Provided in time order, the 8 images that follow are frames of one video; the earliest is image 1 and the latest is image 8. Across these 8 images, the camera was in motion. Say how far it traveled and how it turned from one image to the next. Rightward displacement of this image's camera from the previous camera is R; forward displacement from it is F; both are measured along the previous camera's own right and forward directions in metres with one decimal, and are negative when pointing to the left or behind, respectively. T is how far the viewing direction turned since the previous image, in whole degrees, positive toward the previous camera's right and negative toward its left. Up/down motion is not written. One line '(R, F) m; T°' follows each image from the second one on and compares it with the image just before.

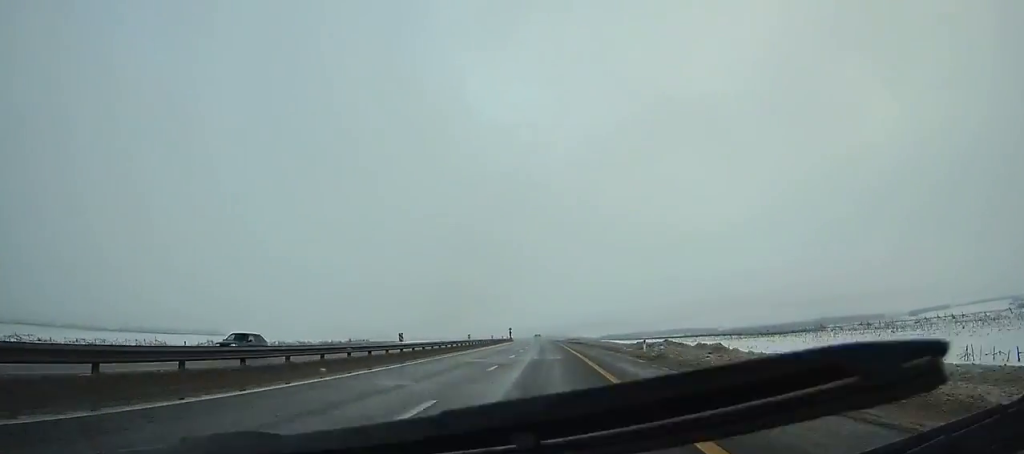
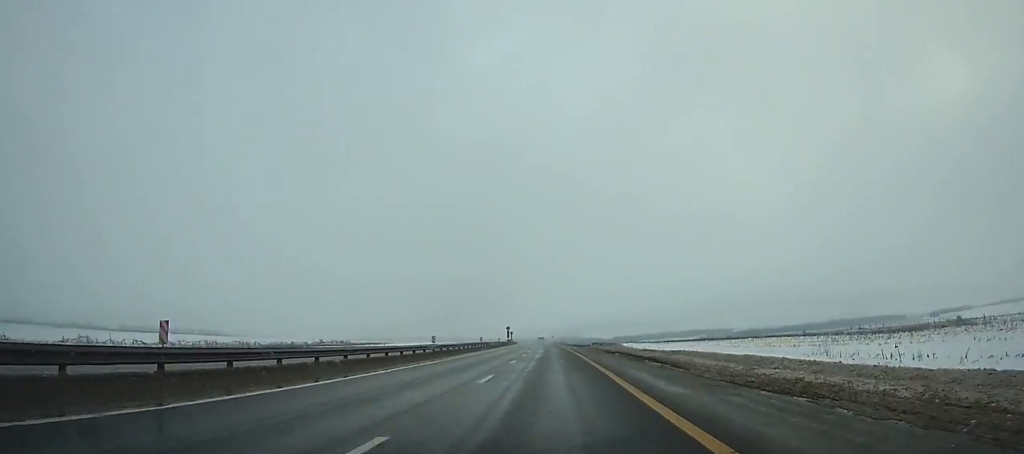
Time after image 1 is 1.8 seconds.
(-0.2, +51.9) m; -1°
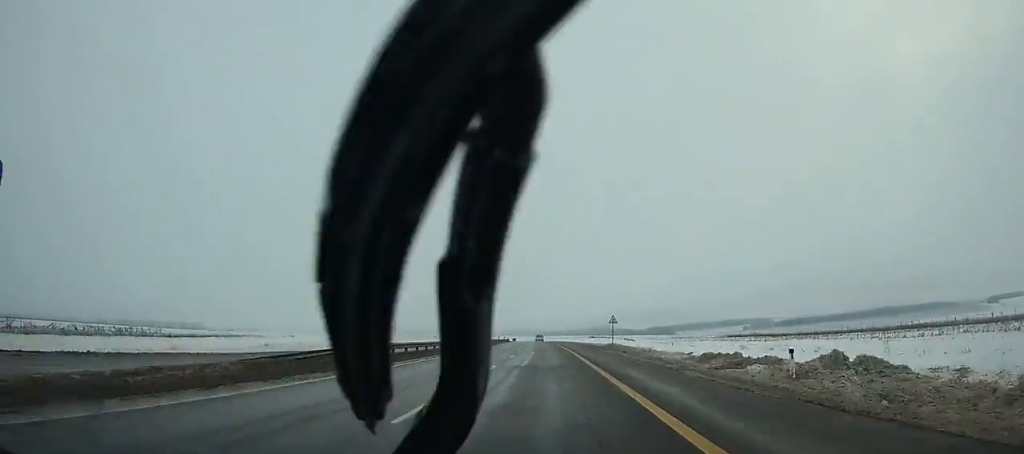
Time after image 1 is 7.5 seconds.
(-3.3, +165.1) m; -3°
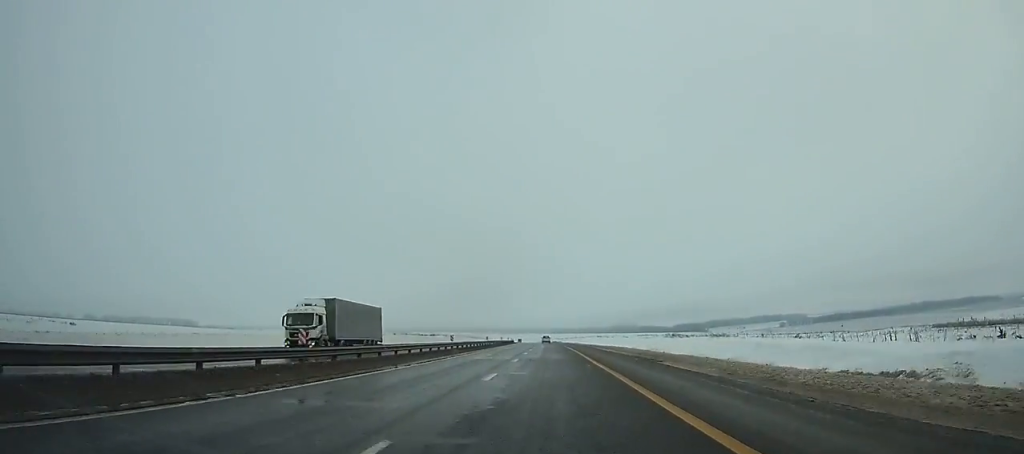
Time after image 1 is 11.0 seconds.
(-2.4, +101.5) m; -2°
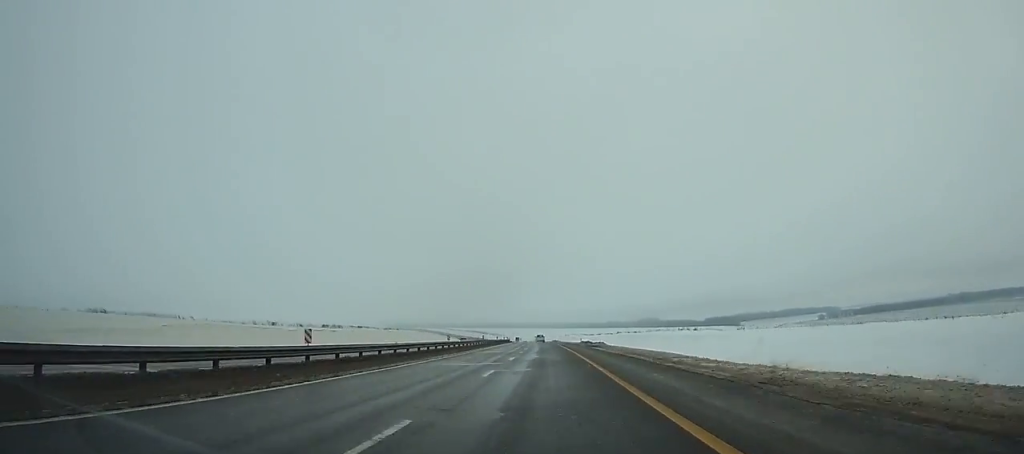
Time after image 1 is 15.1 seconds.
(-2.1, +118.8) m; -2°
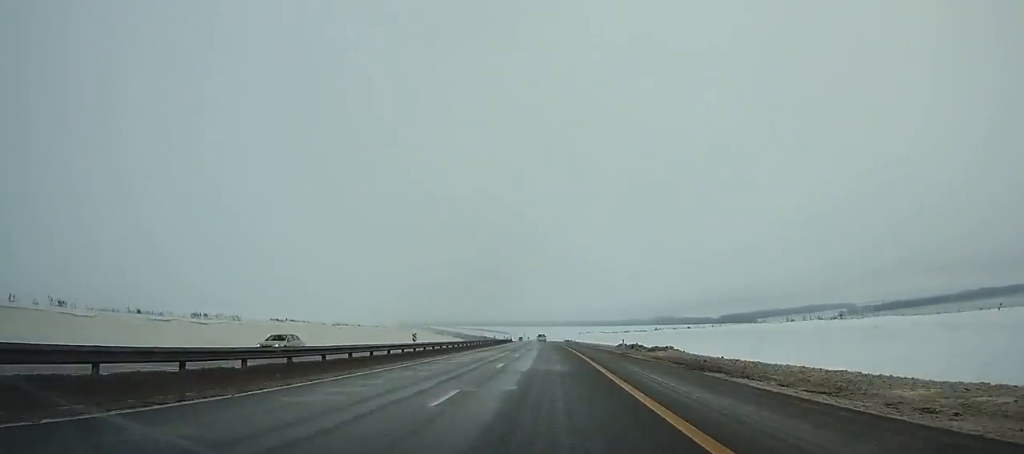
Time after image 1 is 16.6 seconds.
(+0.1, +43.4) m; -1°
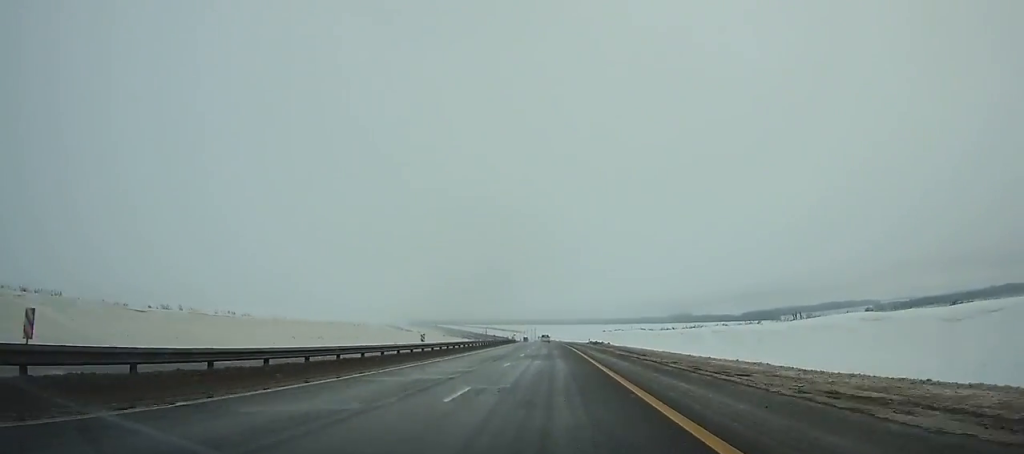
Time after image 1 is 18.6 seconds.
(-1.0, +57.8) m; -1°
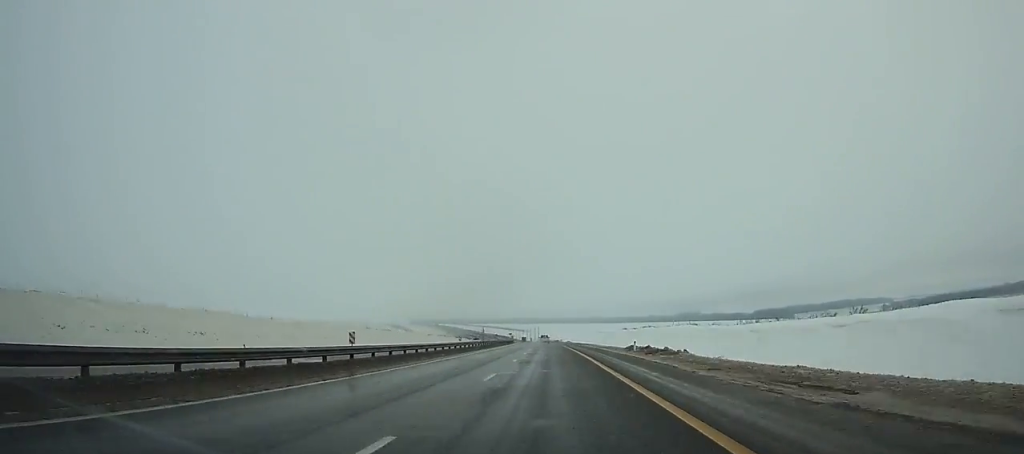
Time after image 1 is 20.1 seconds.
(-0.2, +43.1) m; -1°
